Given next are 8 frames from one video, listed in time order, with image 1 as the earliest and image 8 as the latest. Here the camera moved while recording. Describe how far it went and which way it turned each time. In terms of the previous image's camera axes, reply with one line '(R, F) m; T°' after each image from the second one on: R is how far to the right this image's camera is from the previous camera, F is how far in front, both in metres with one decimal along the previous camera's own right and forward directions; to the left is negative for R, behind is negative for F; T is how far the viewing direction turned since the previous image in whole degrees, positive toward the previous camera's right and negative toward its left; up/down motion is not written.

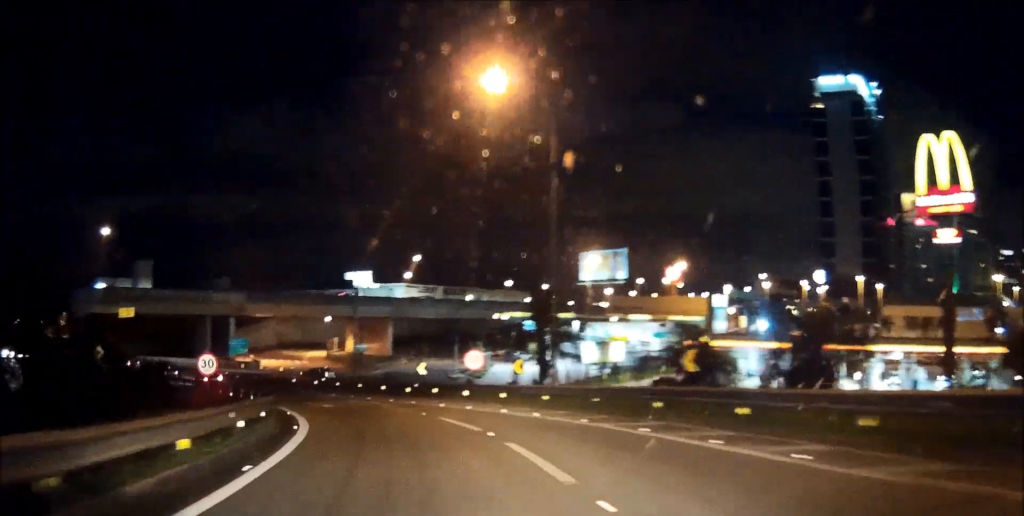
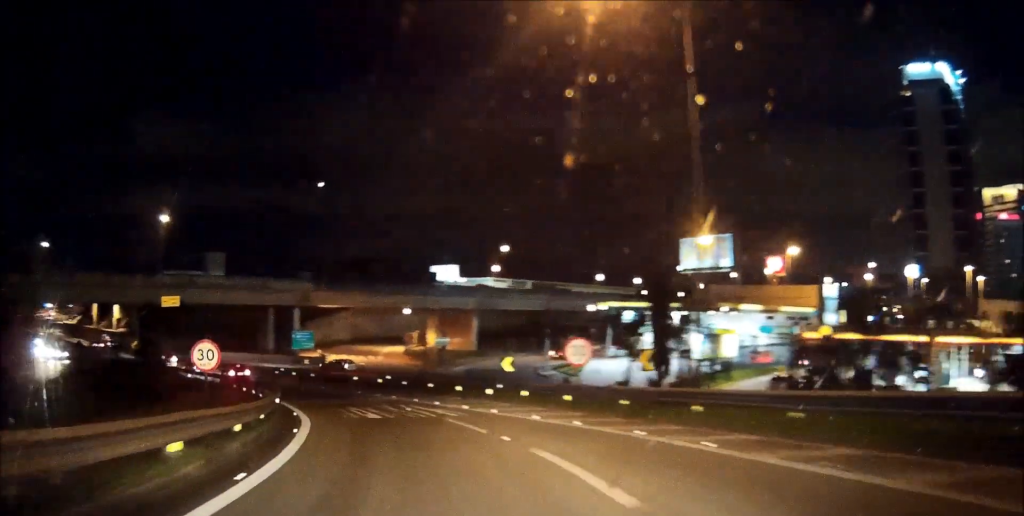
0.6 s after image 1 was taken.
(-1.2, +8.8) m; -6°
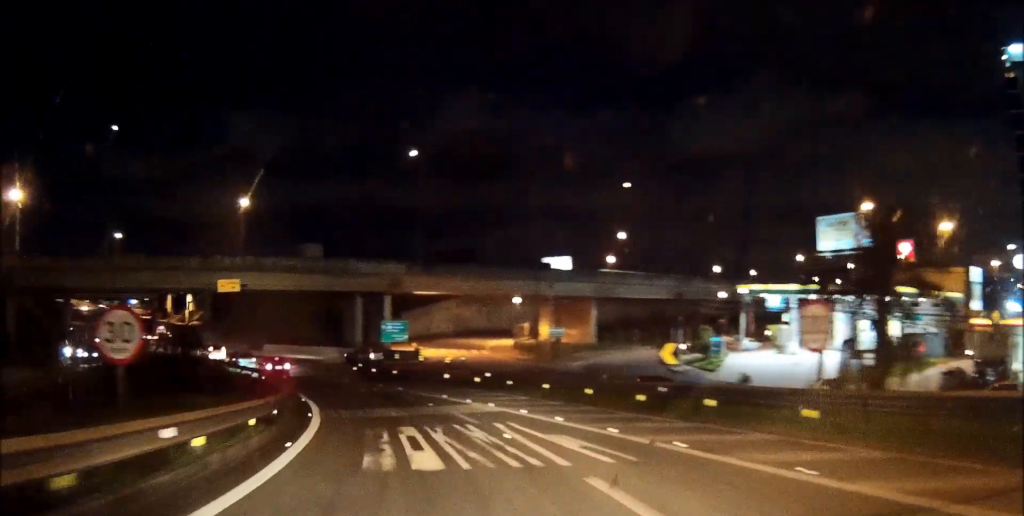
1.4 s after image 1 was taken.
(-0.3, +11.3) m; -6°
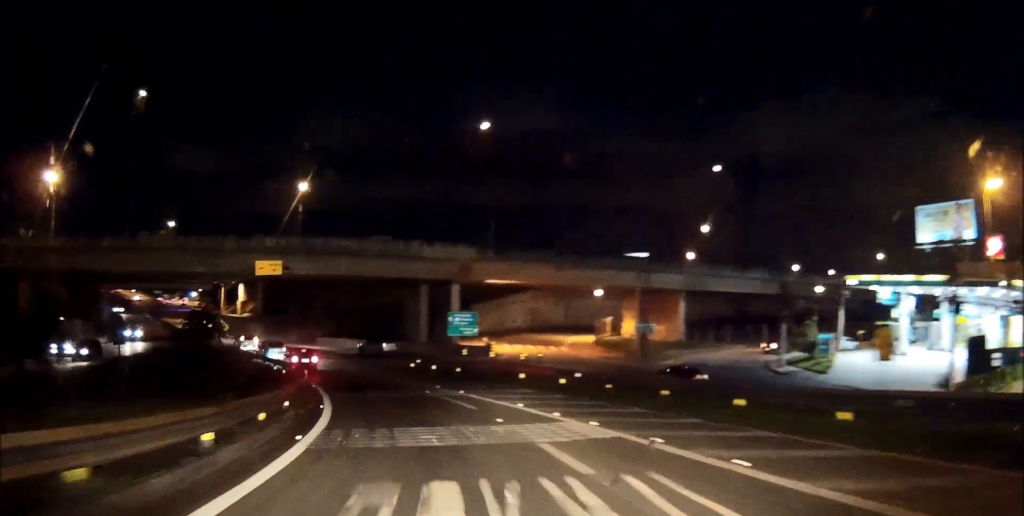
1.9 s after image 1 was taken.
(-0.1, +8.1) m; -6°
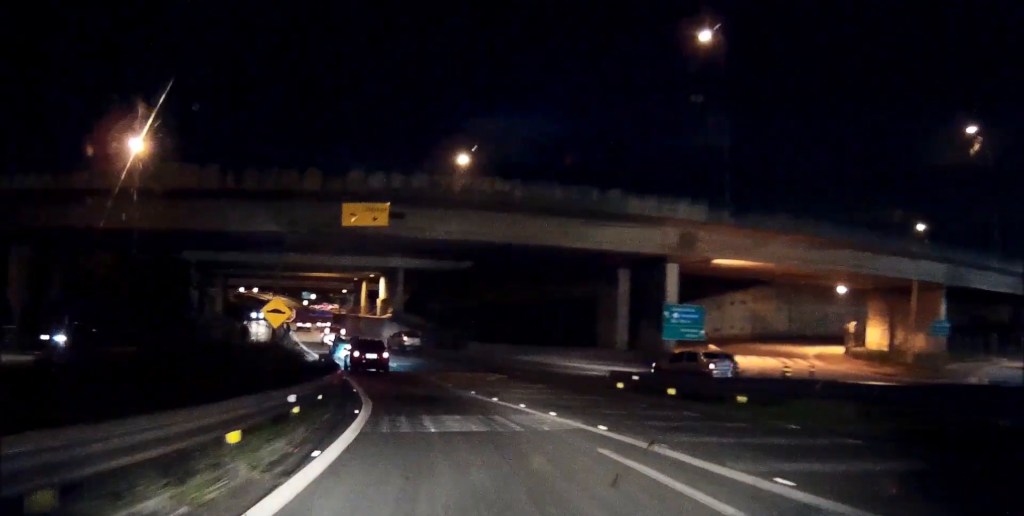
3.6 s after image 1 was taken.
(-4.0, +22.1) m; -16°
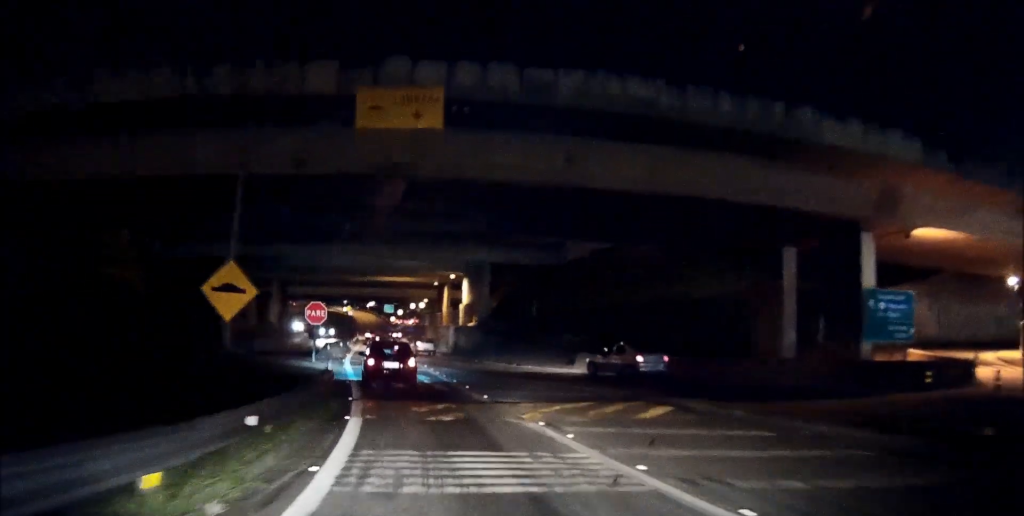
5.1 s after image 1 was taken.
(-1.0, +15.4) m; -8°
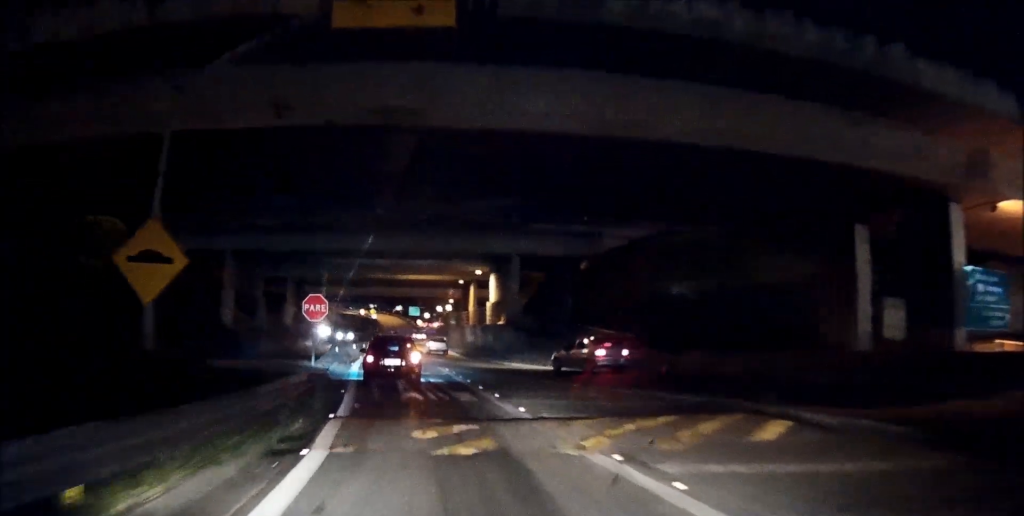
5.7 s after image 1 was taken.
(-0.2, +5.6) m; -3°
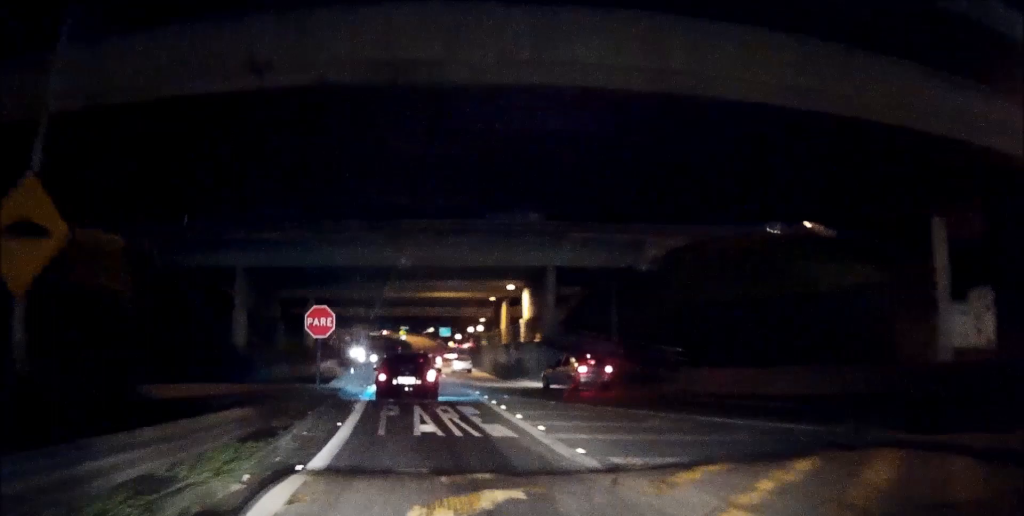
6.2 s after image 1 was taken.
(-0.2, +4.3) m; -3°
